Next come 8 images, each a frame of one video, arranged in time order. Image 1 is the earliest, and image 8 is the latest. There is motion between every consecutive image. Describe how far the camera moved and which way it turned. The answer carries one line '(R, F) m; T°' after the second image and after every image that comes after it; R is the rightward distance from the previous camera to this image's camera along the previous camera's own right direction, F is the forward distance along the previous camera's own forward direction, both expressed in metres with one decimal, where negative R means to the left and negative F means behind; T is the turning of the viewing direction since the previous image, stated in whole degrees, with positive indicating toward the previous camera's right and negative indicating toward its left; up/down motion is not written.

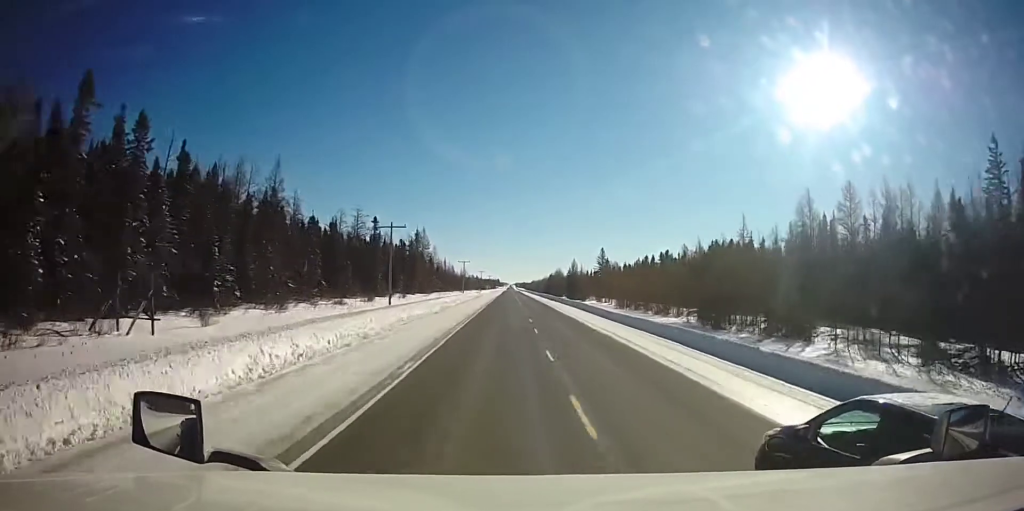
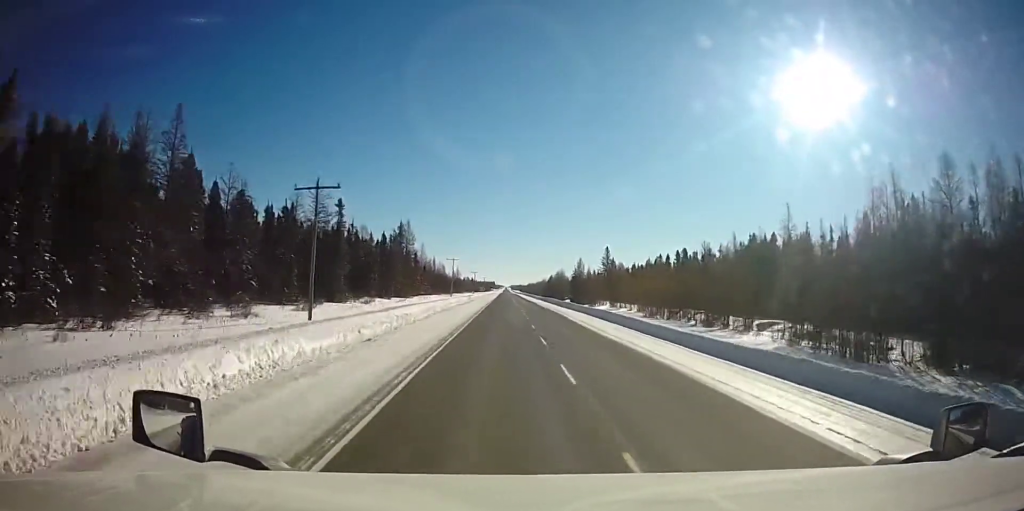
(0.0, +21.9) m; 0°
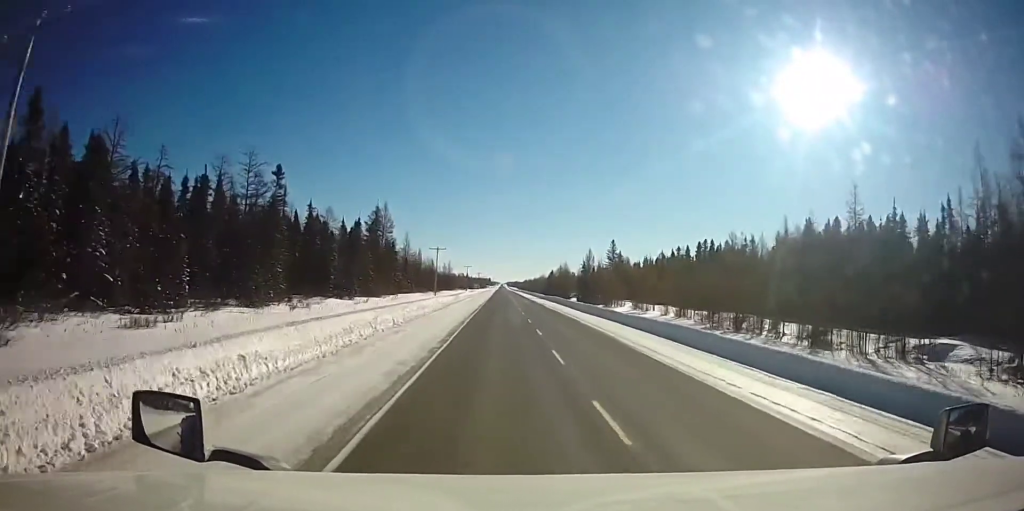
(-0.1, +23.0) m; 0°
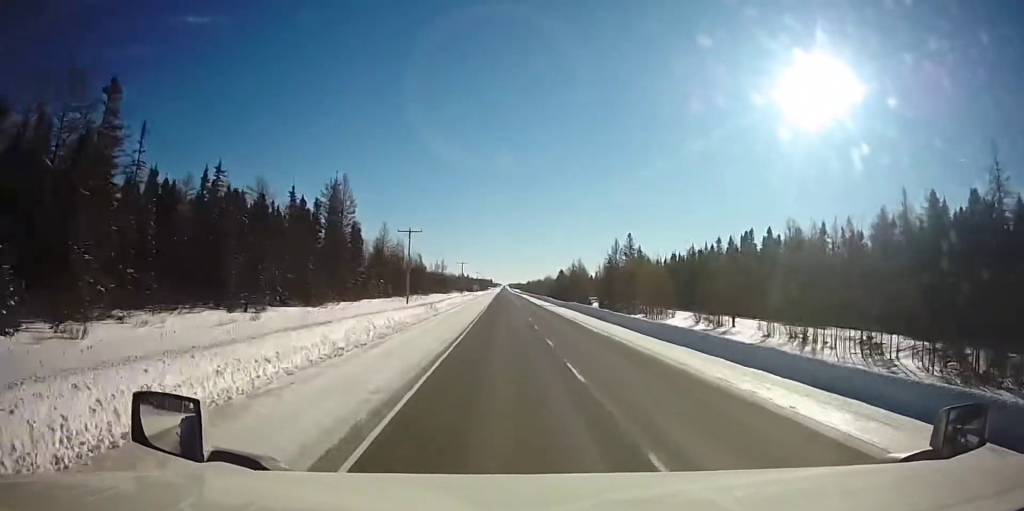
(+0.1, +30.0) m; +1°
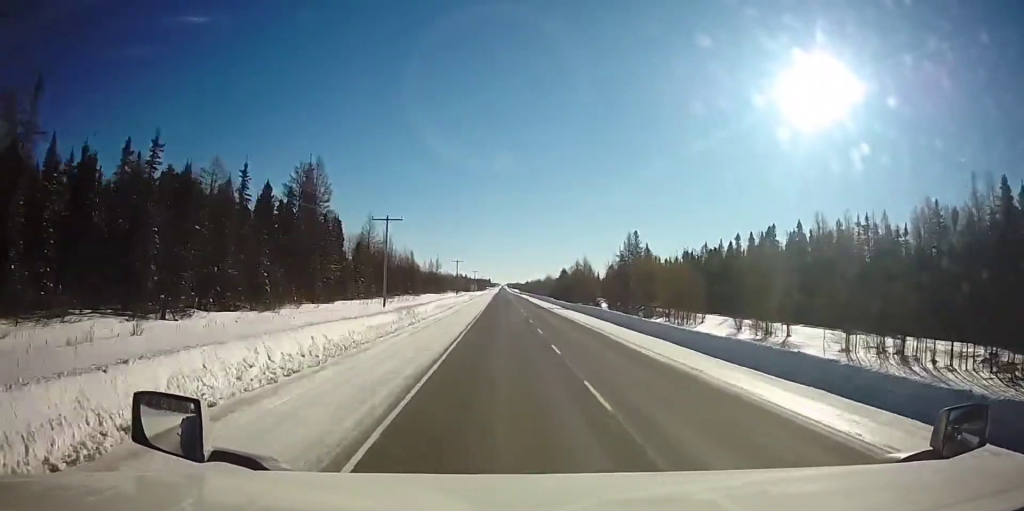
(-0.1, +12.1) m; 0°
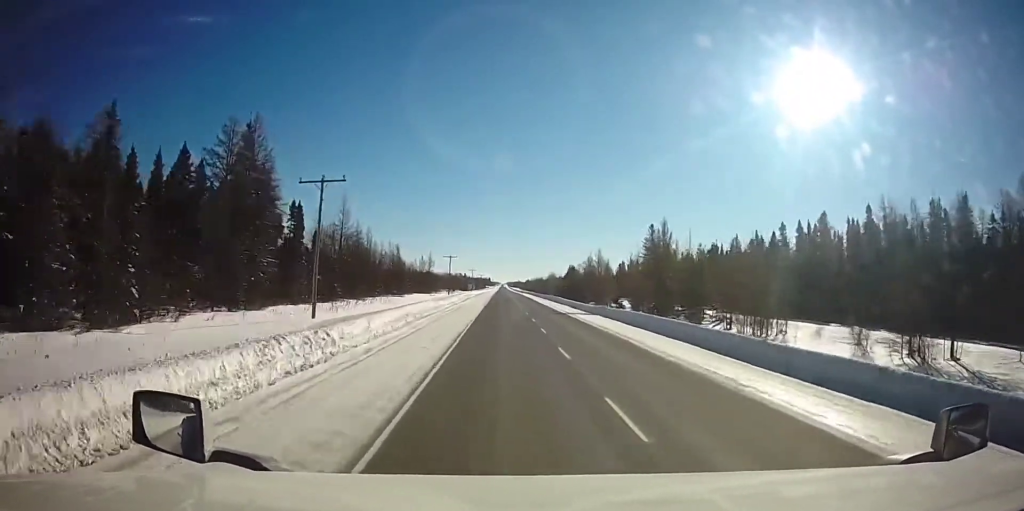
(+0.2, +20.0) m; 0°
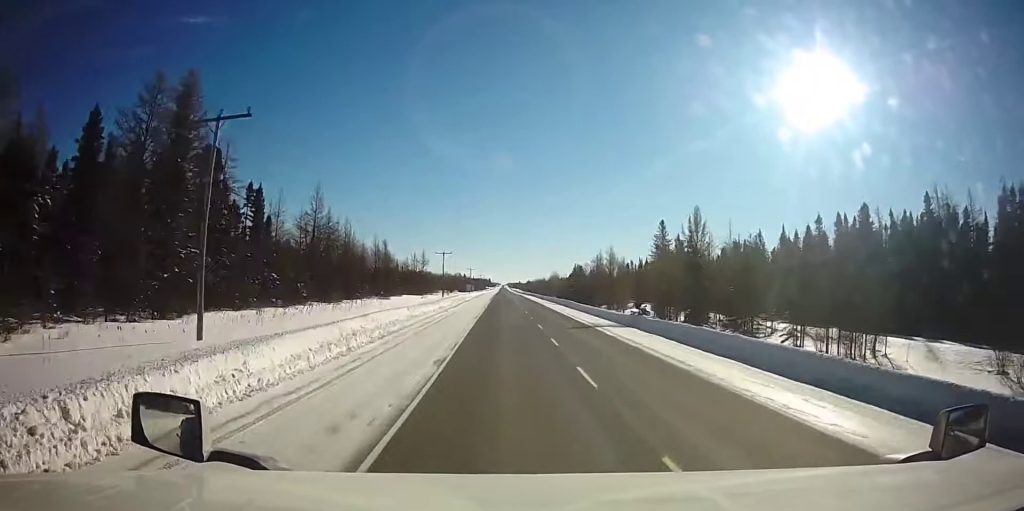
(+0.1, +13.0) m; 0°
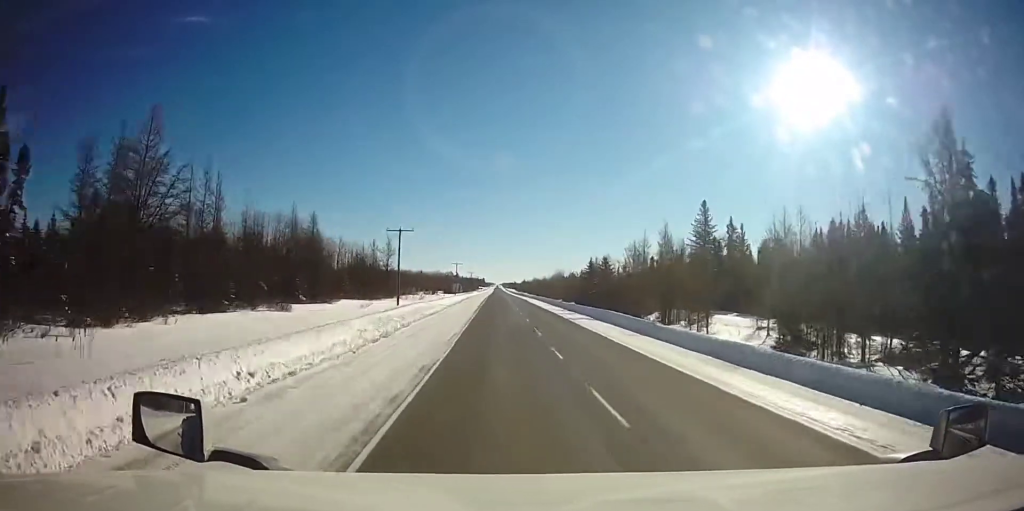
(-0.1, +39.4) m; +1°
